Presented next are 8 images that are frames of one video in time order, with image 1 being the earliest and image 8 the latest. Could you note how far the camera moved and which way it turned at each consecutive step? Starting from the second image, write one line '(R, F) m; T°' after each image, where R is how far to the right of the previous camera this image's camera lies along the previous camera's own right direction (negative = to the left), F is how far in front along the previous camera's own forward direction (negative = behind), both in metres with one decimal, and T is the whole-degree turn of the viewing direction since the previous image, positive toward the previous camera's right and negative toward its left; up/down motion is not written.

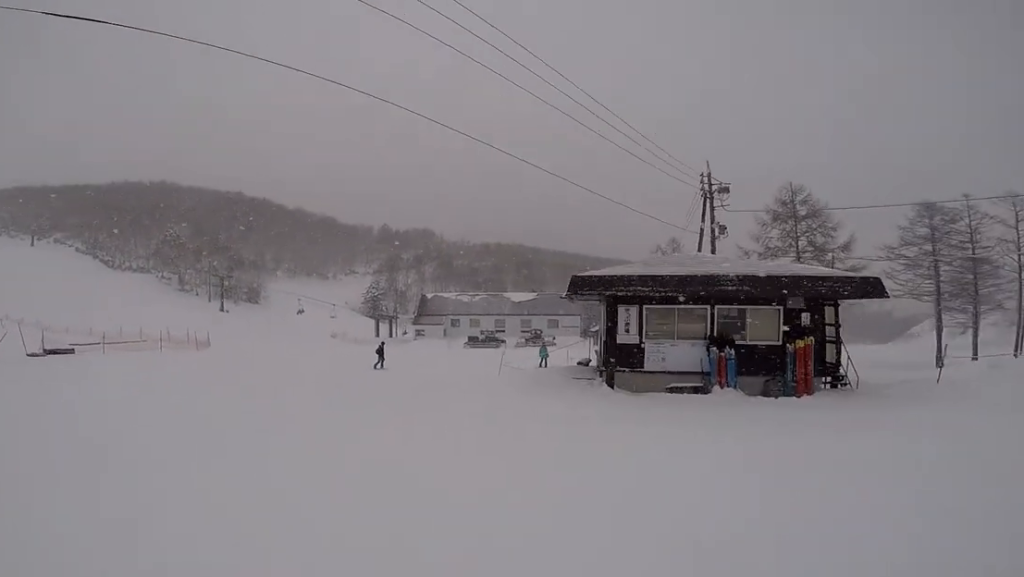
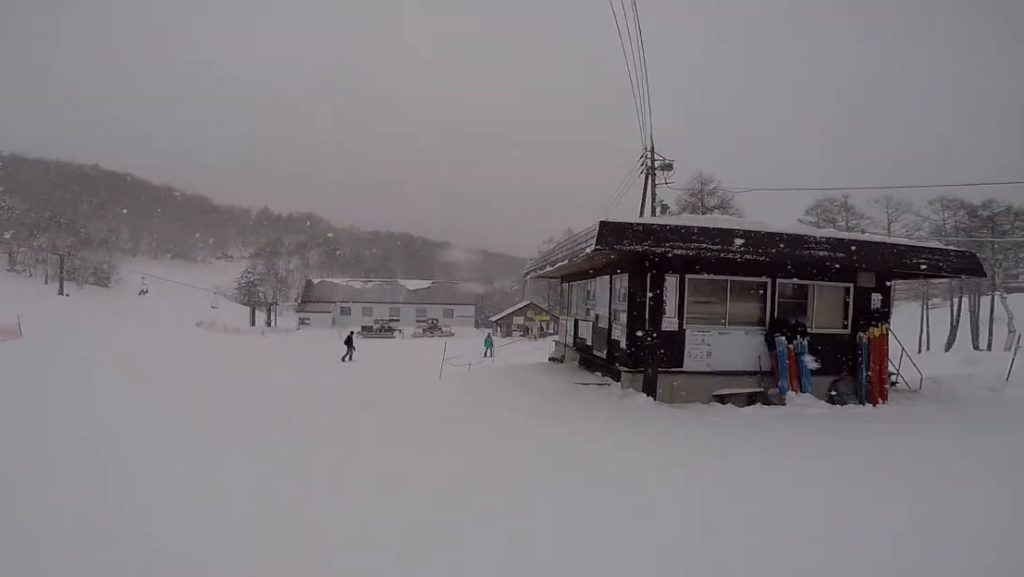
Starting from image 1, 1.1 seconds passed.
(-0.7, +5.4) m; +2°
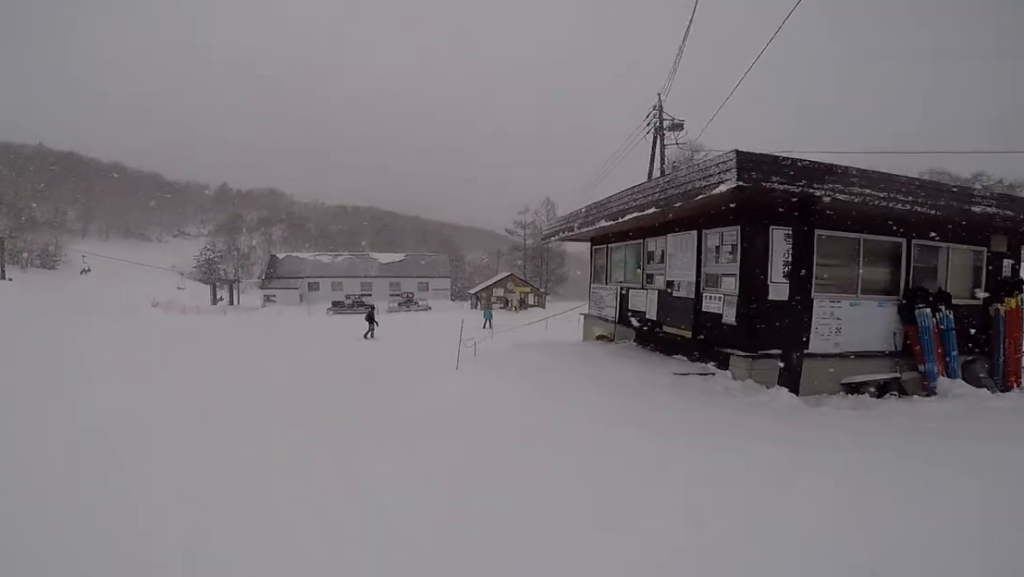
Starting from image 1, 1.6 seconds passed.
(+0.3, +2.7) m; +13°
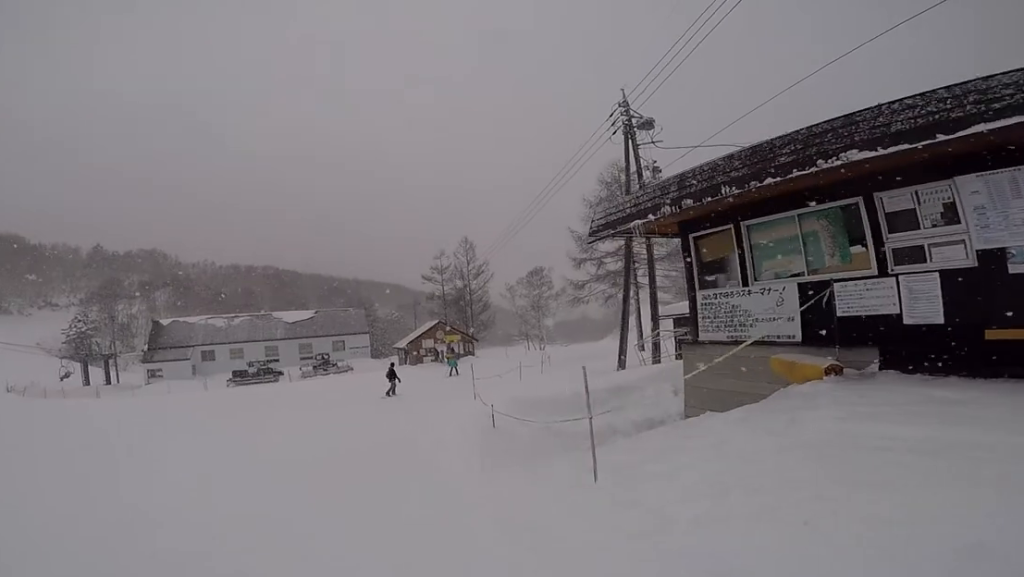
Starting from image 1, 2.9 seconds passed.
(+1.4, +5.9) m; +11°
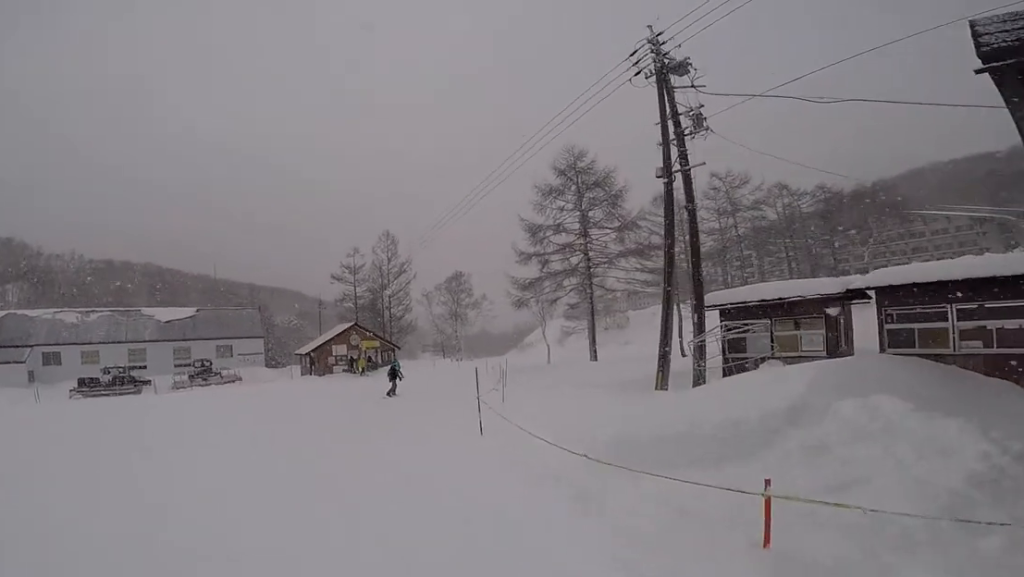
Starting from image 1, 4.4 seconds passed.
(+0.2, +6.4) m; +8°
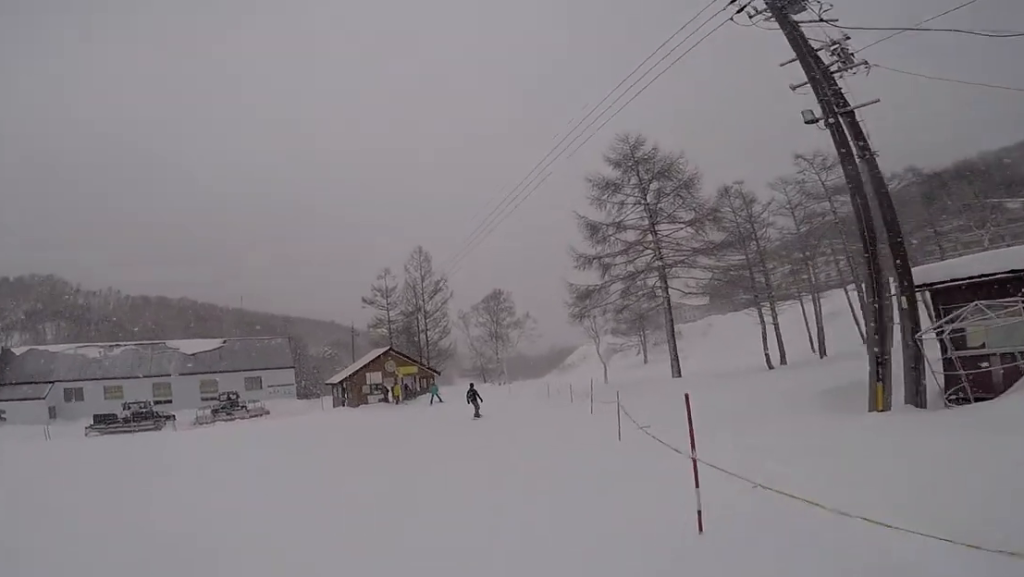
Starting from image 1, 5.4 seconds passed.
(+0.1, +3.7) m; +2°
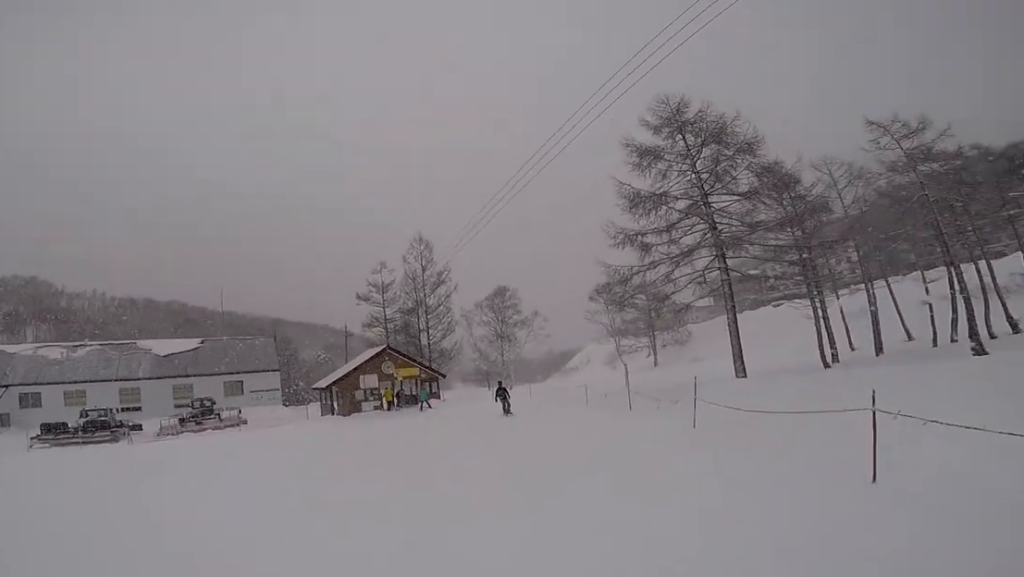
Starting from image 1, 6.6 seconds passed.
(+0.2, +4.6) m; +10°
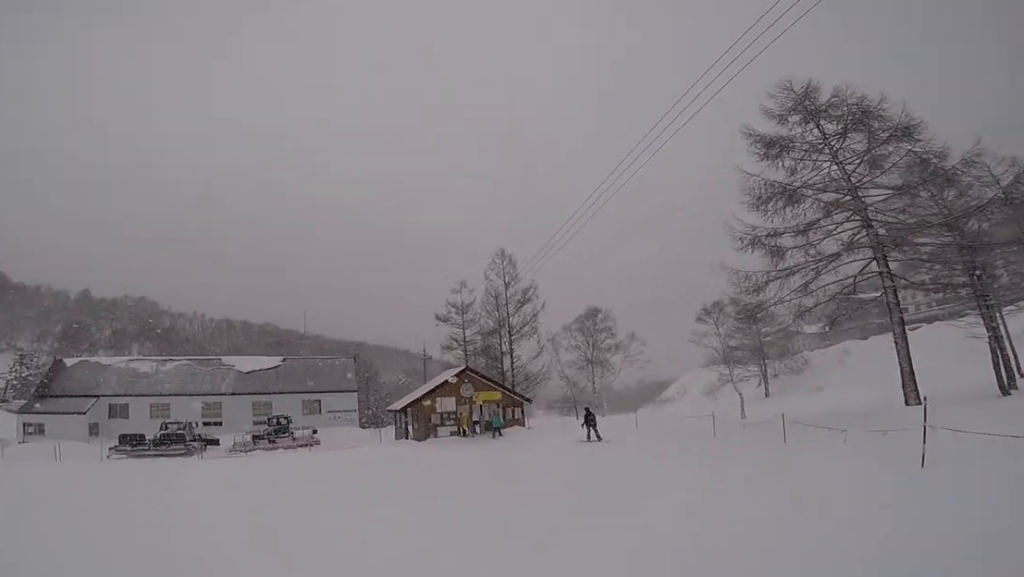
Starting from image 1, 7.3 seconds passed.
(+0.1, +2.1) m; -3°
